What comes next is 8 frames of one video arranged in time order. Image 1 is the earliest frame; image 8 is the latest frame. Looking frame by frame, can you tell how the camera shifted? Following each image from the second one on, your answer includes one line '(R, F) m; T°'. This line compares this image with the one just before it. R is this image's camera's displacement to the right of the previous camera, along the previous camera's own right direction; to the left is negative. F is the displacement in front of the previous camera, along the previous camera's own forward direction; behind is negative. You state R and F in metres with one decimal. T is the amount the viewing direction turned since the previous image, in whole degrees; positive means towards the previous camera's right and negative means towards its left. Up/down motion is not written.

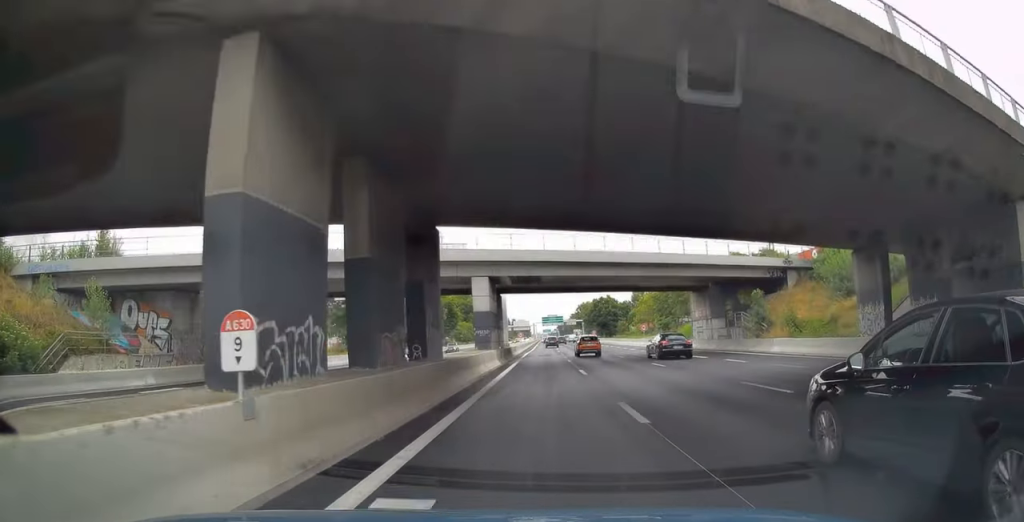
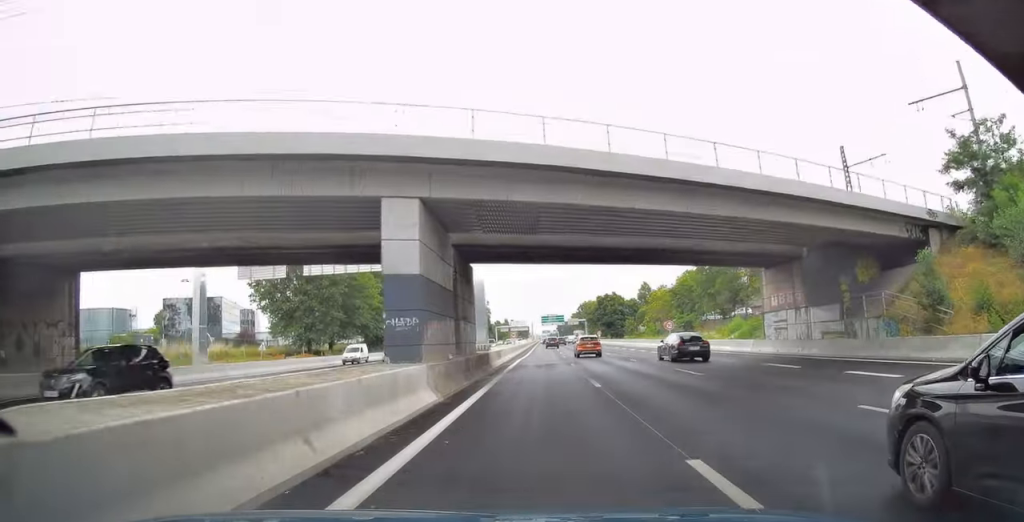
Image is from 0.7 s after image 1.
(-0.2, +18.9) m; 0°
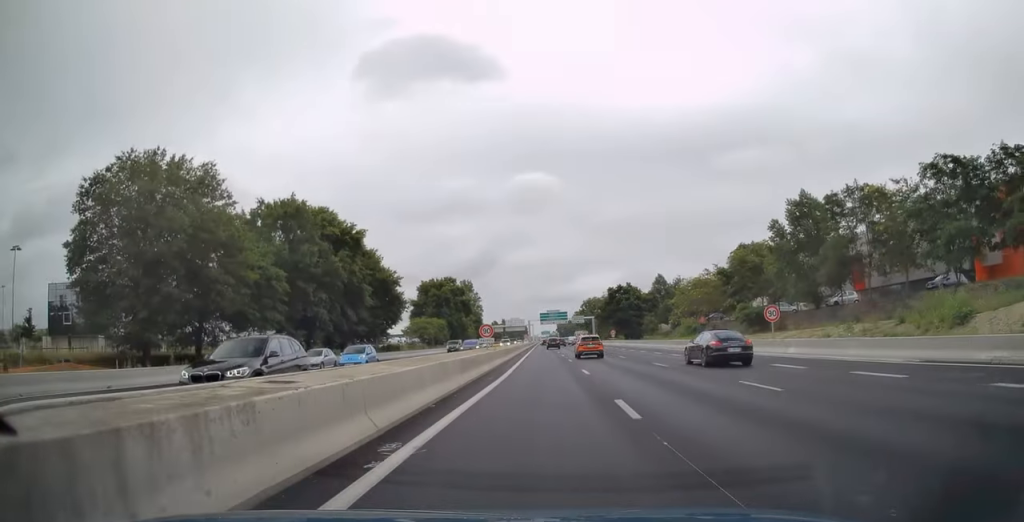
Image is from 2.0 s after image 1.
(+0.1, +32.6) m; +1°
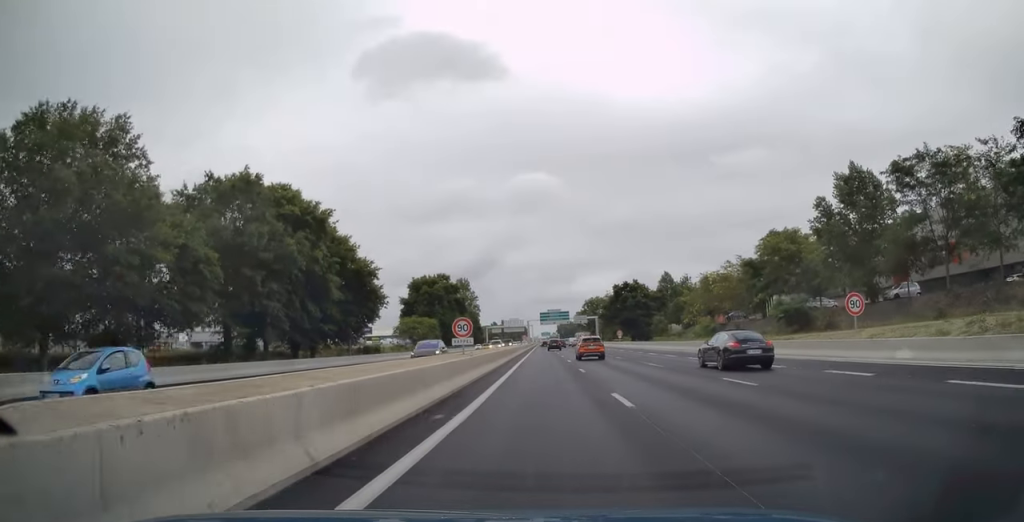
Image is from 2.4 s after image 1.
(0.0, +11.1) m; 0°
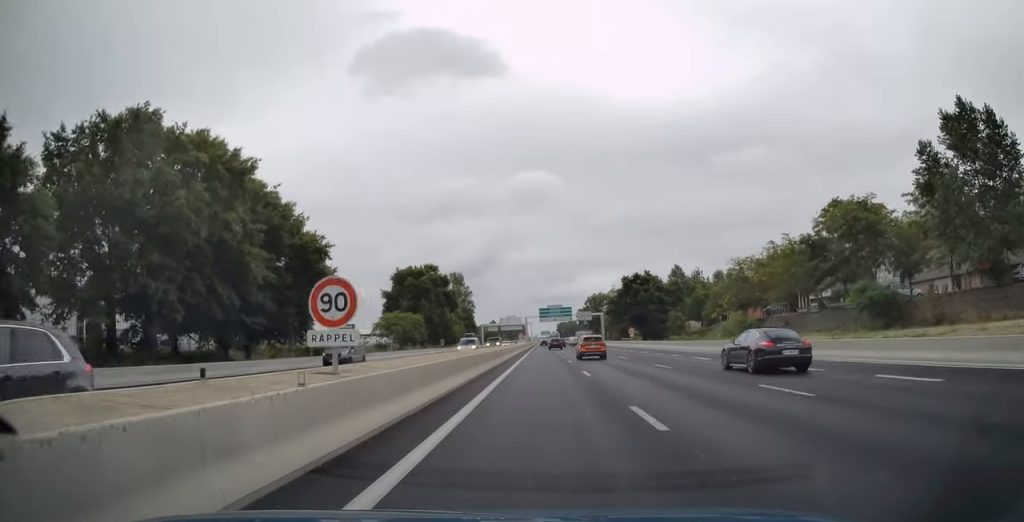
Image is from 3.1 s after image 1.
(0.0, +16.3) m; 0°
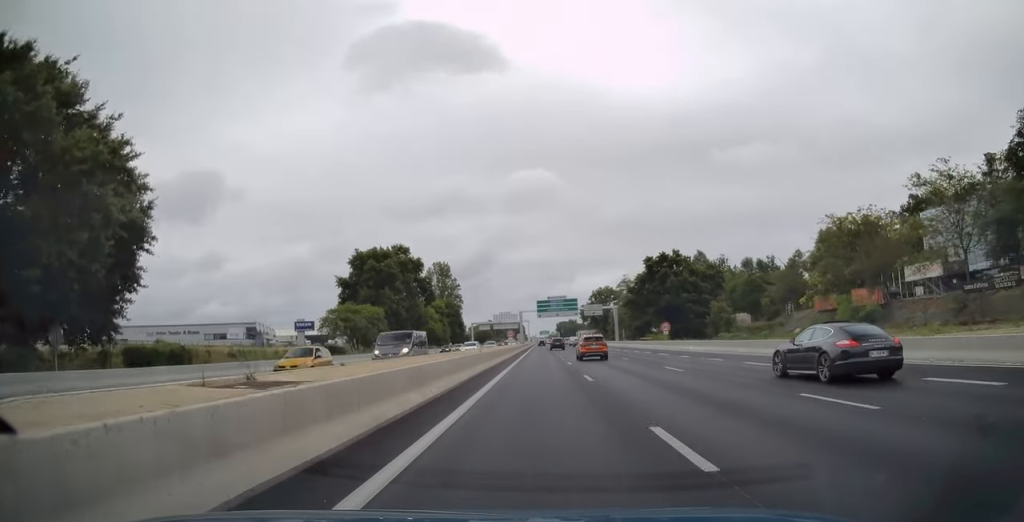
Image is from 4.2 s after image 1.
(-0.1, +28.8) m; 0°
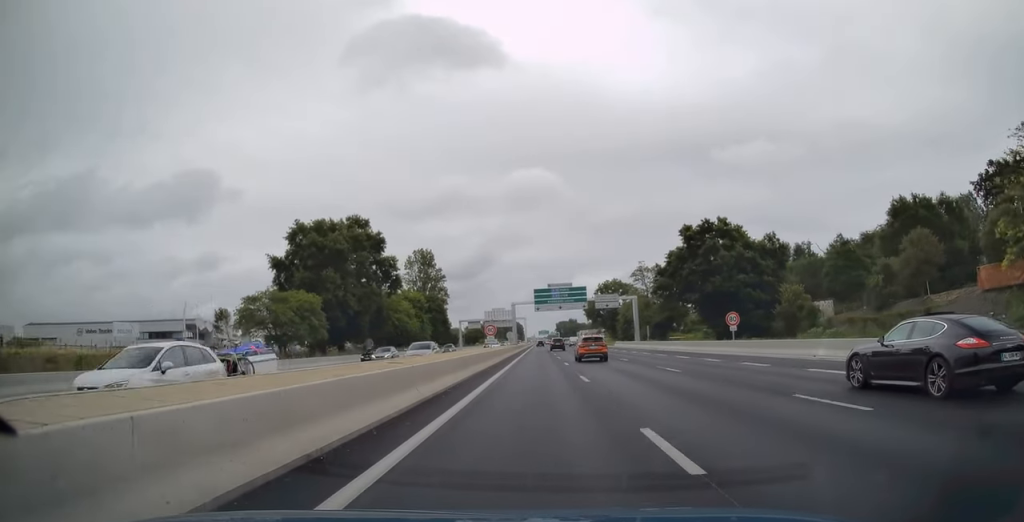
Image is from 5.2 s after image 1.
(0.0, +26.2) m; 0°
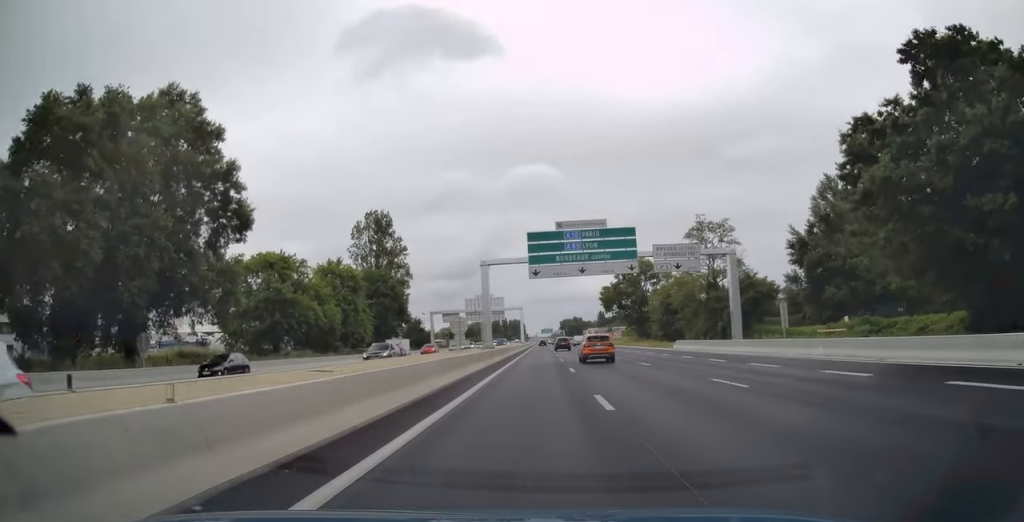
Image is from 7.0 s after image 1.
(-0.1, +46.9) m; 0°
